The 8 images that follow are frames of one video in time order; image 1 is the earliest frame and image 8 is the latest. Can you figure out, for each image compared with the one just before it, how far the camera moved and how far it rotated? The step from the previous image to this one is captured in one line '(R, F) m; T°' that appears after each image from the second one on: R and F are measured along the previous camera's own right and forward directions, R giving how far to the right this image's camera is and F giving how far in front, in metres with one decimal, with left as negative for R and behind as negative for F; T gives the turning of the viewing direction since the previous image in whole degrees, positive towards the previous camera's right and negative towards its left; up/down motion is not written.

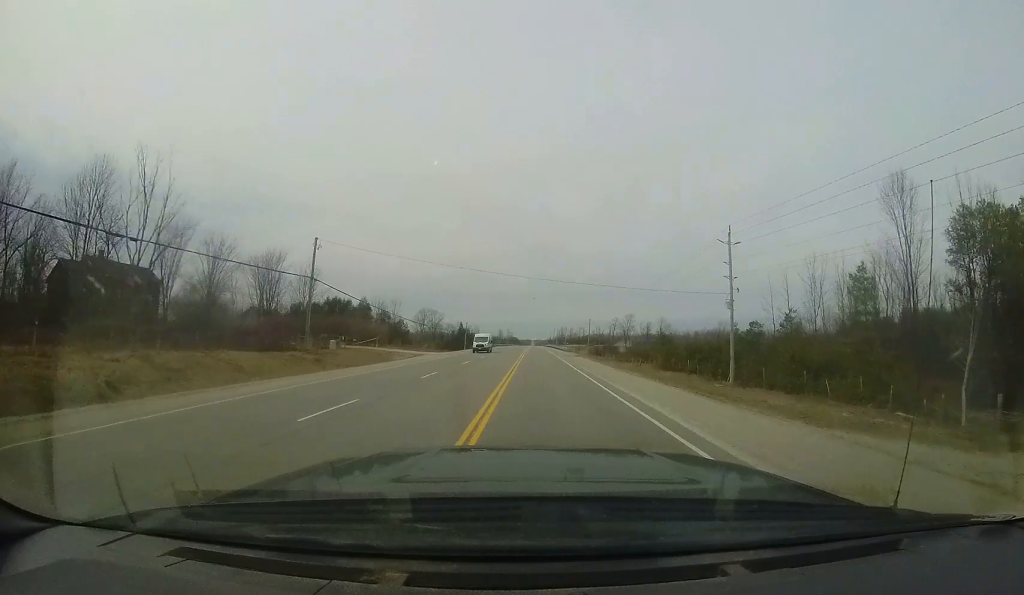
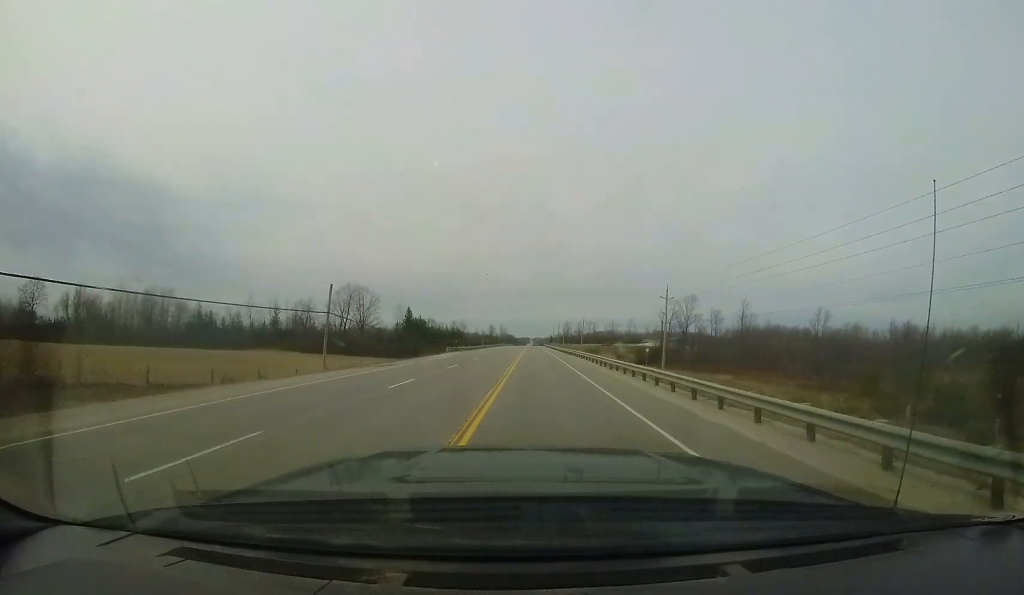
(+0.5, +68.4) m; +1°
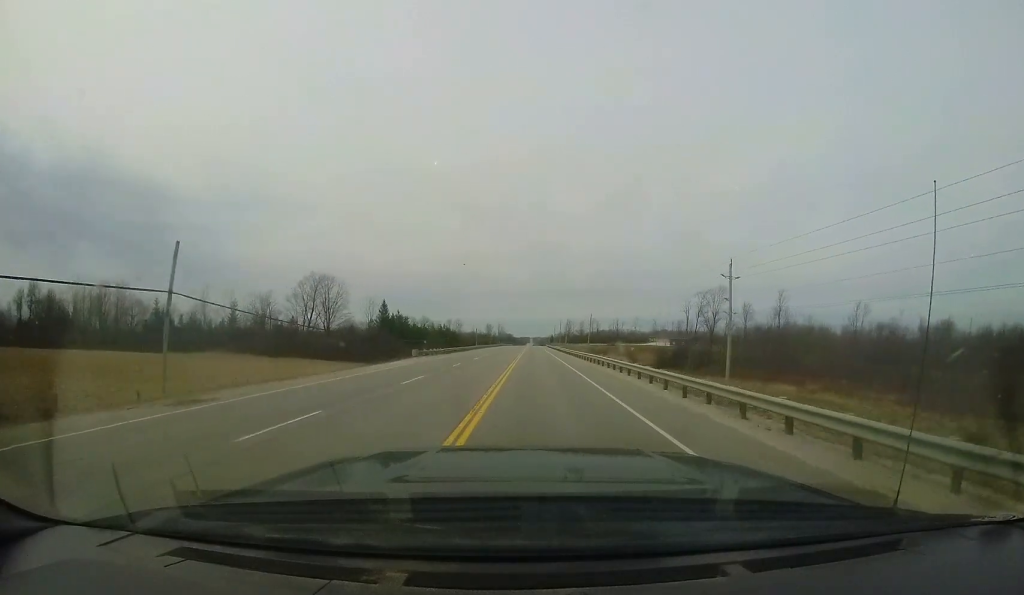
(-0.2, +16.6) m; 0°
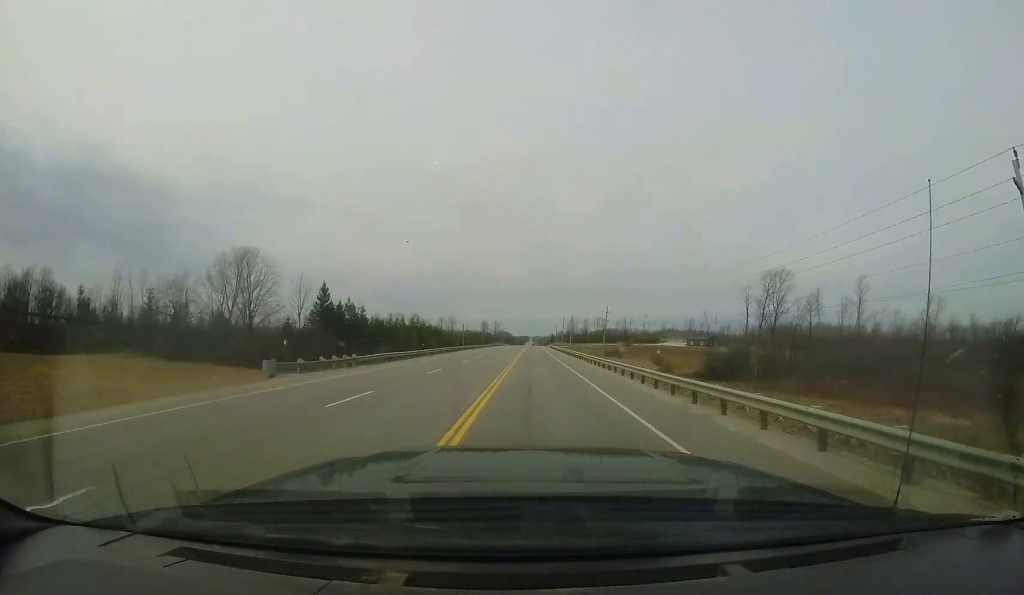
(-0.1, +24.0) m; 0°
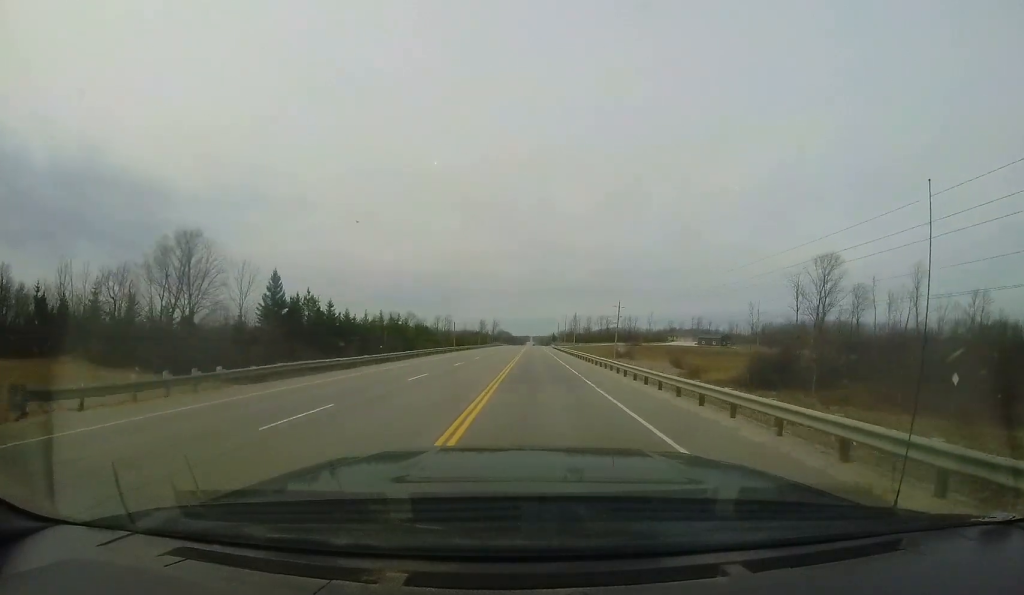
(-0.1, +12.1) m; 0°
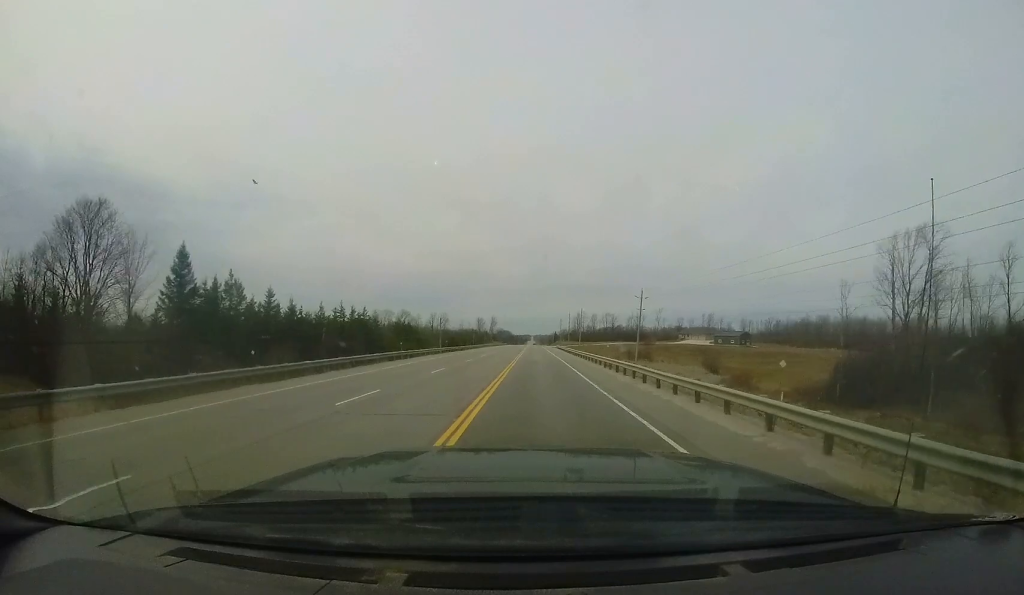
(+0.1, +14.8) m; 0°
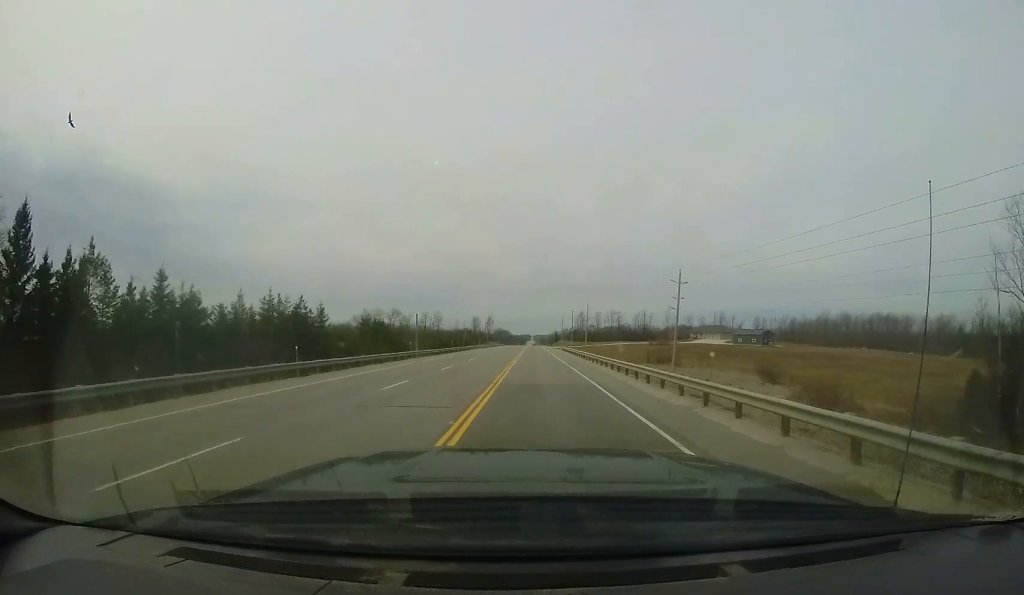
(+0.1, +15.8) m; 0°
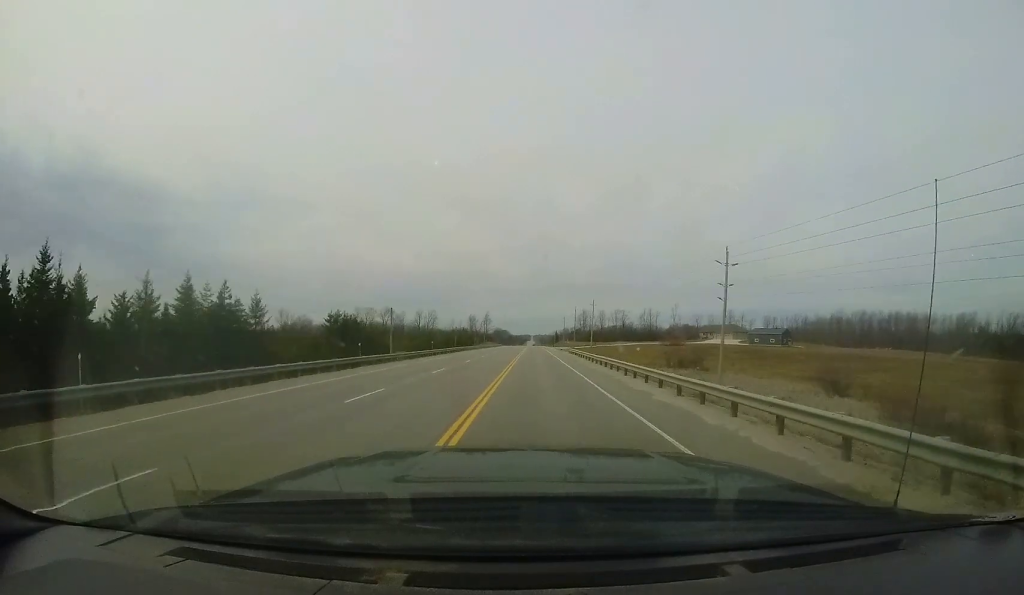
(-0.1, +11.3) m; 0°
